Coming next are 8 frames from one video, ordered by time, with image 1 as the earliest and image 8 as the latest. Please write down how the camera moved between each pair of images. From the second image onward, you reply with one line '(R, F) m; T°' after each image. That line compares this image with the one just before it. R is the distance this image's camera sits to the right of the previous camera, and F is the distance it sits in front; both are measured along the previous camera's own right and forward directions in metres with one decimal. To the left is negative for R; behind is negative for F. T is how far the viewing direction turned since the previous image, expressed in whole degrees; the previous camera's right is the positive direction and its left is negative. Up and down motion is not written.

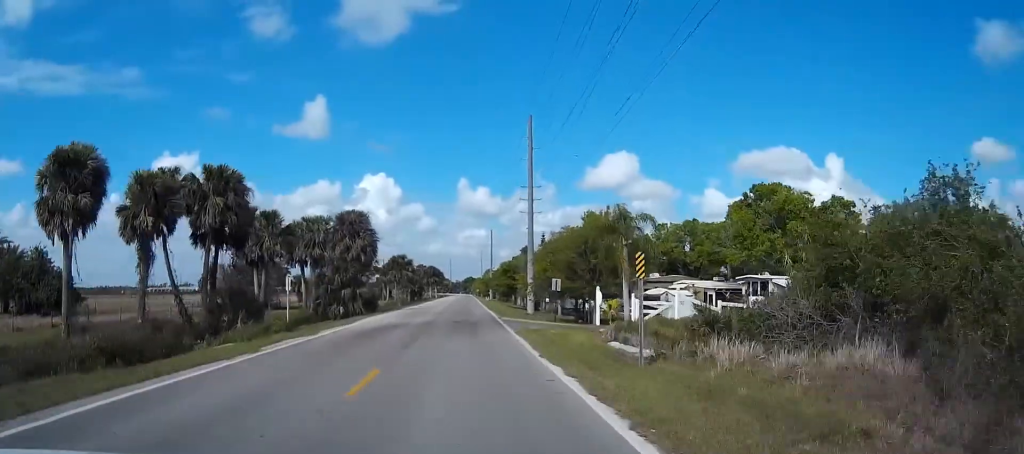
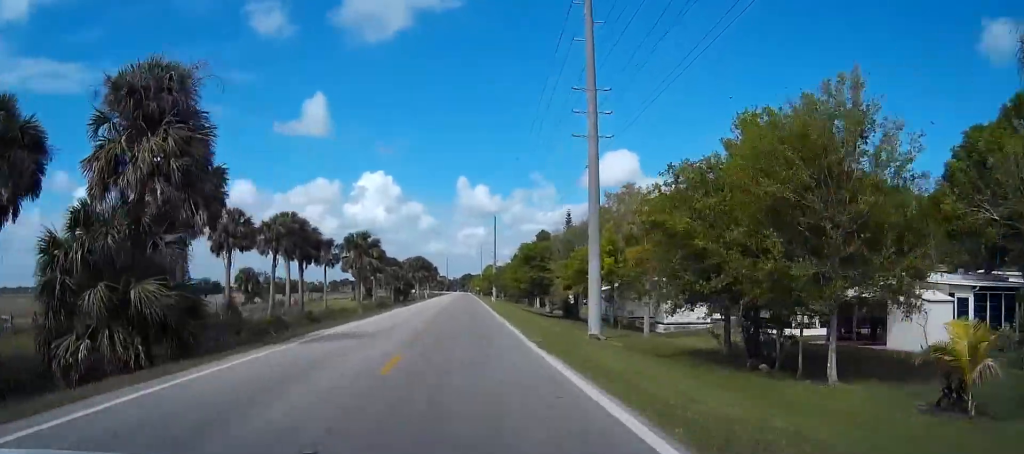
(-0.2, +35.0) m; -1°
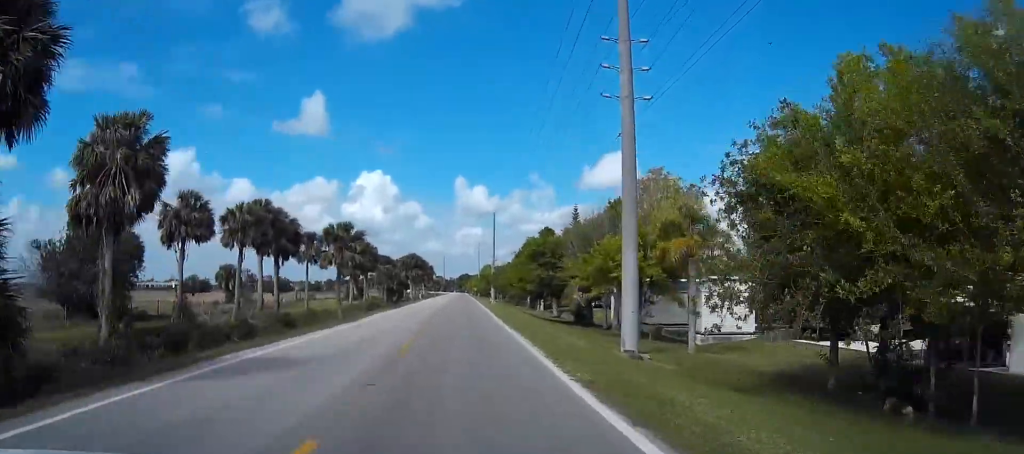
(-0.1, +8.1) m; 0°
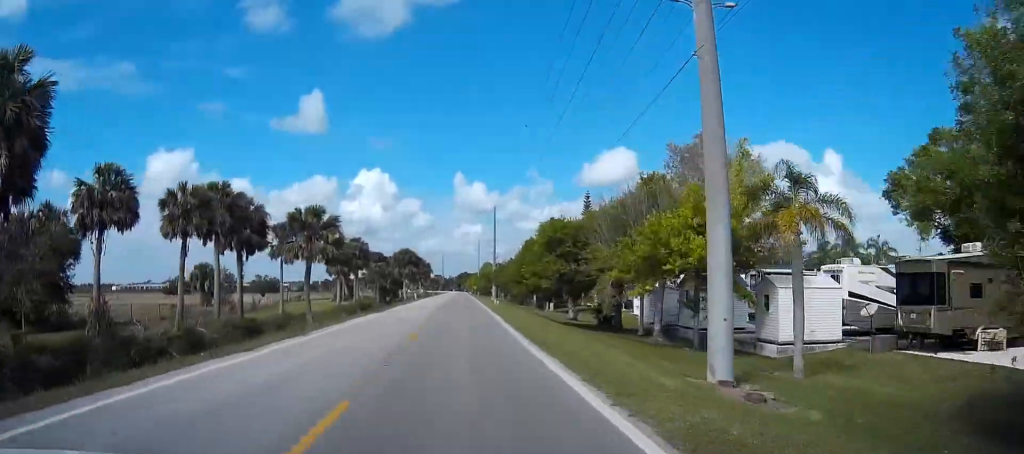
(0.0, +9.9) m; 0°
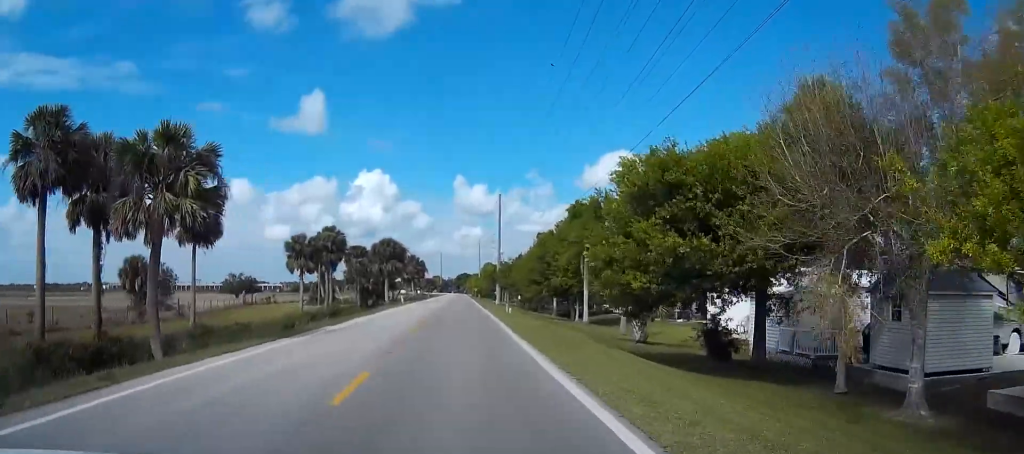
(+0.1, +21.1) m; 0°
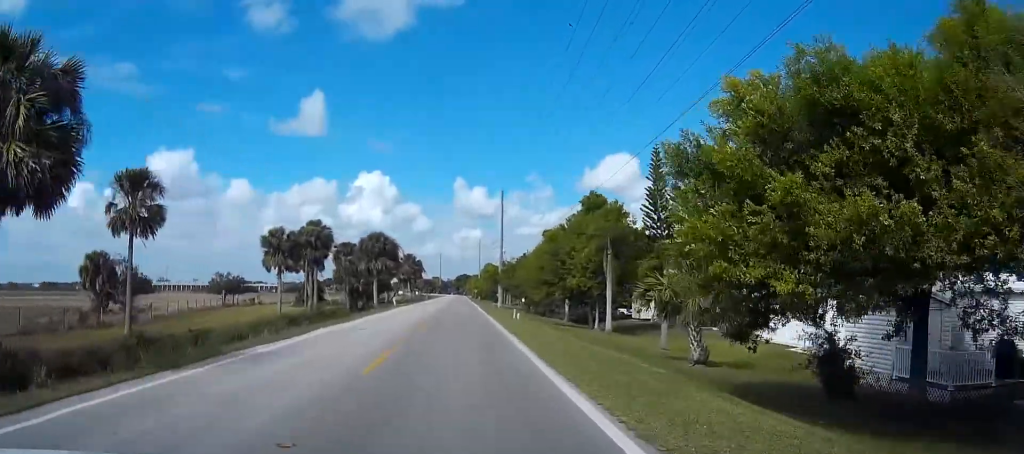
(0.0, +8.7) m; 0°
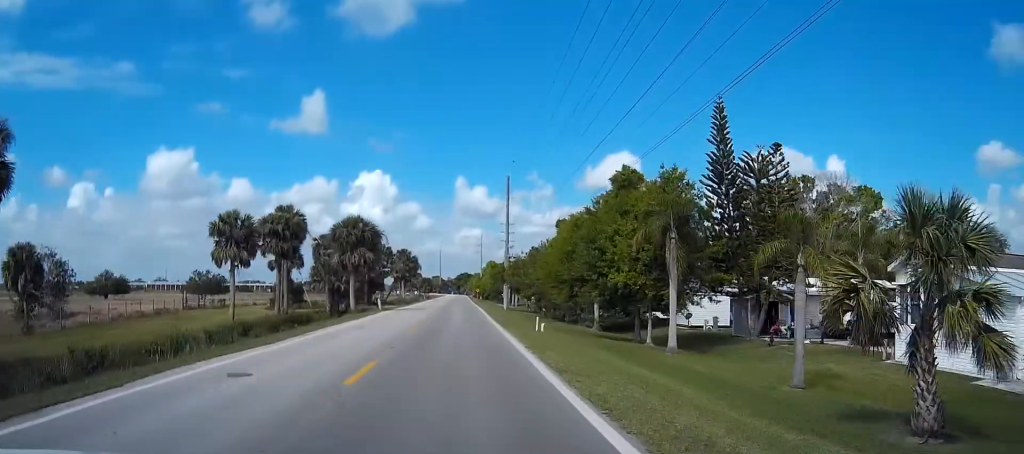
(0.0, +13.7) m; 0°
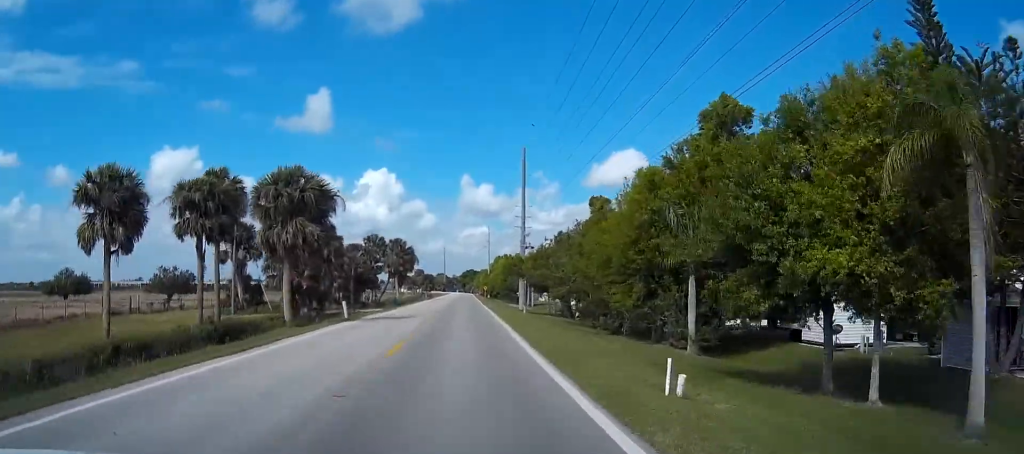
(0.0, +20.0) m; 0°
